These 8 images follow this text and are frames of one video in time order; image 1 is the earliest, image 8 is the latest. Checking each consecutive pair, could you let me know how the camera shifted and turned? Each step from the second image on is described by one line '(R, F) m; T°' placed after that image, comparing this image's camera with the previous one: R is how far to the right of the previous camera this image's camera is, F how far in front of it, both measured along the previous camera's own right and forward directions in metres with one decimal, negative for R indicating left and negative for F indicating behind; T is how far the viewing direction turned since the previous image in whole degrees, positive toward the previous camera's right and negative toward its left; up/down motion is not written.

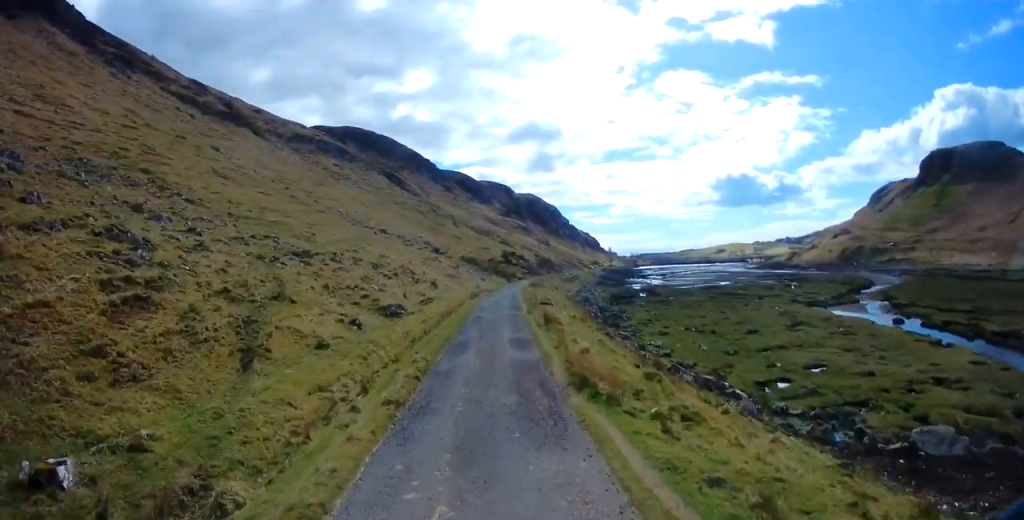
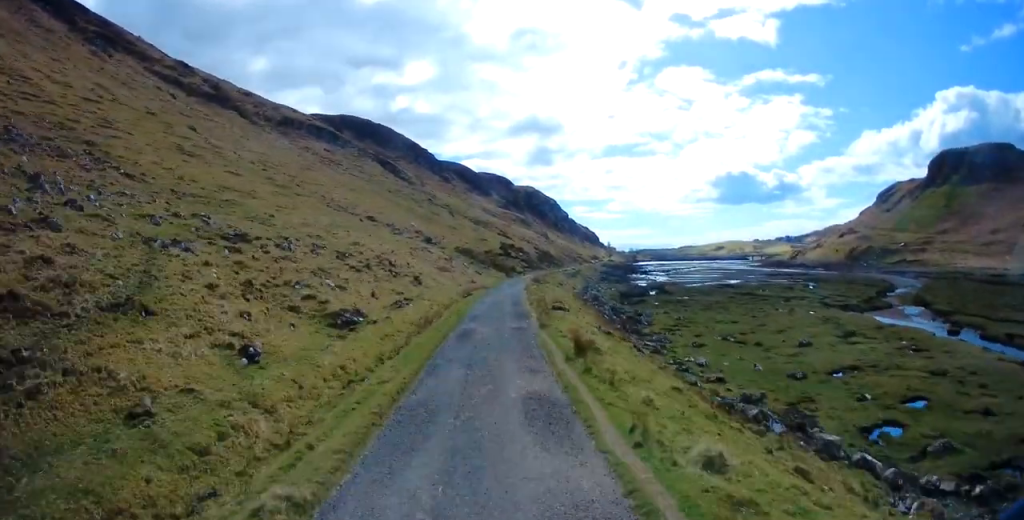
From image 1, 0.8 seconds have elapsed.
(-0.3, +8.4) m; 0°
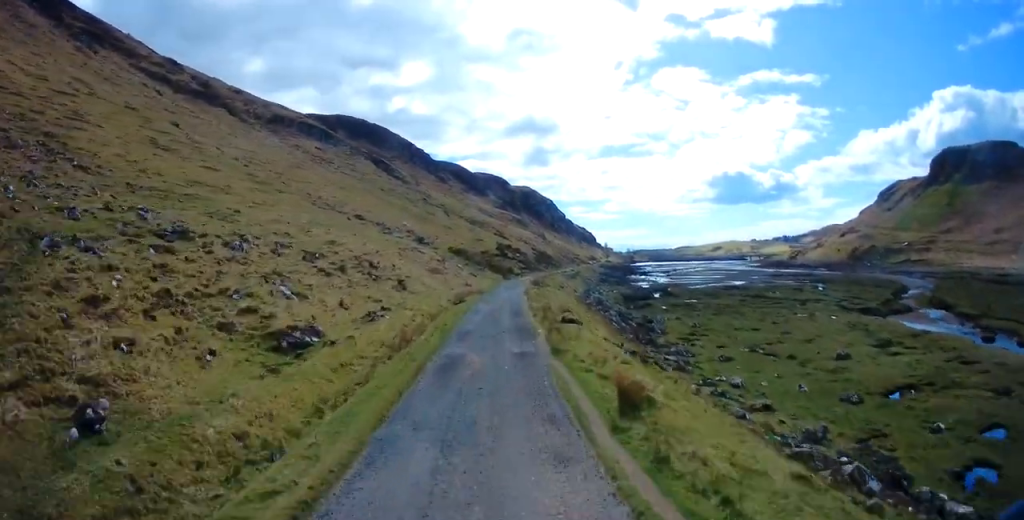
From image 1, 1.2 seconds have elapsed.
(0.0, +4.6) m; +1°
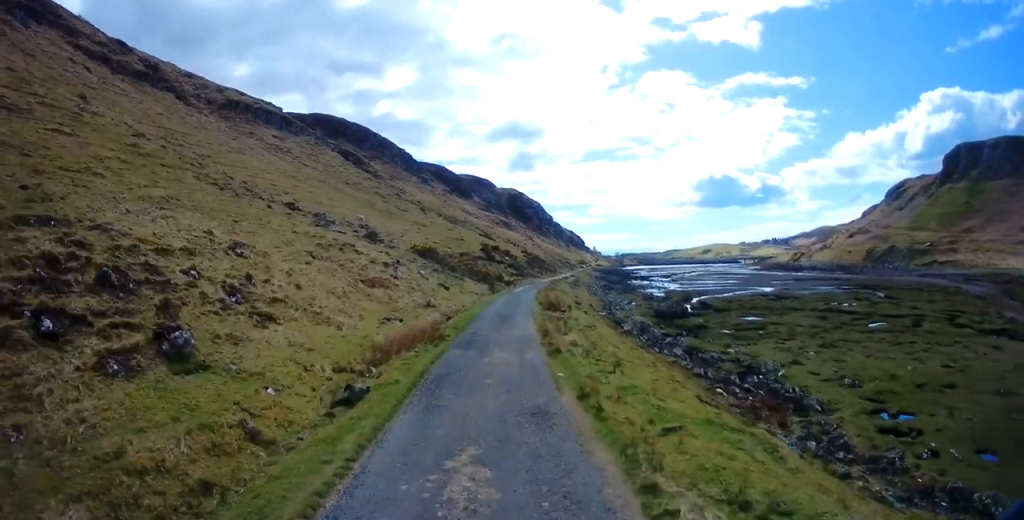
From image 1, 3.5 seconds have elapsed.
(+0.5, +23.1) m; +2°
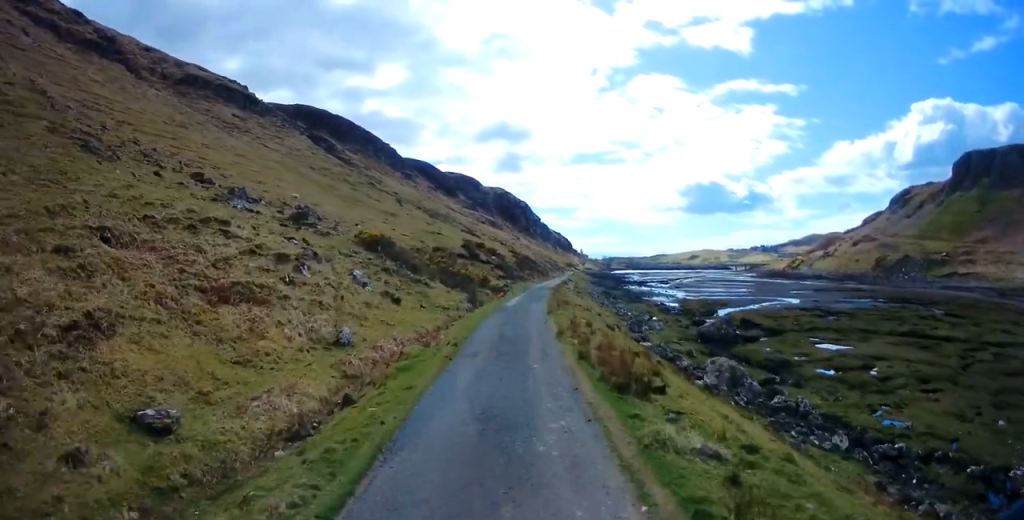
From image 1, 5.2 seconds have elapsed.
(+0.2, +17.5) m; +1°
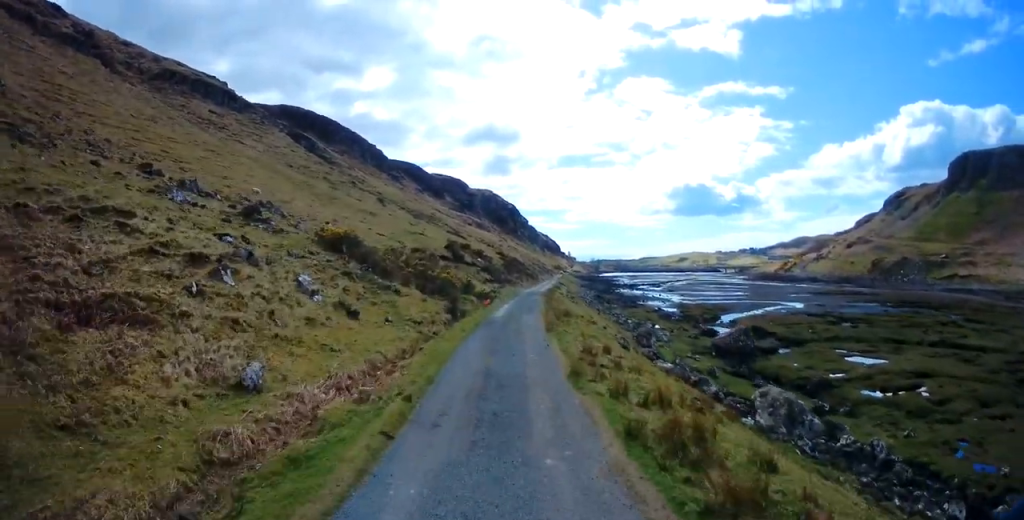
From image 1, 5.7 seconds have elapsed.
(-0.1, +5.5) m; +1°
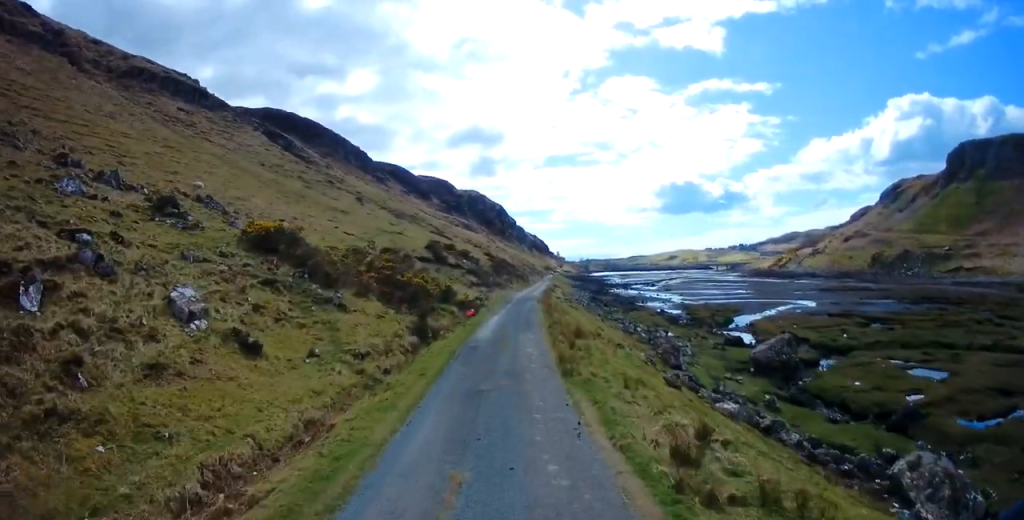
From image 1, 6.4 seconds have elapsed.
(+0.1, +8.1) m; +1°
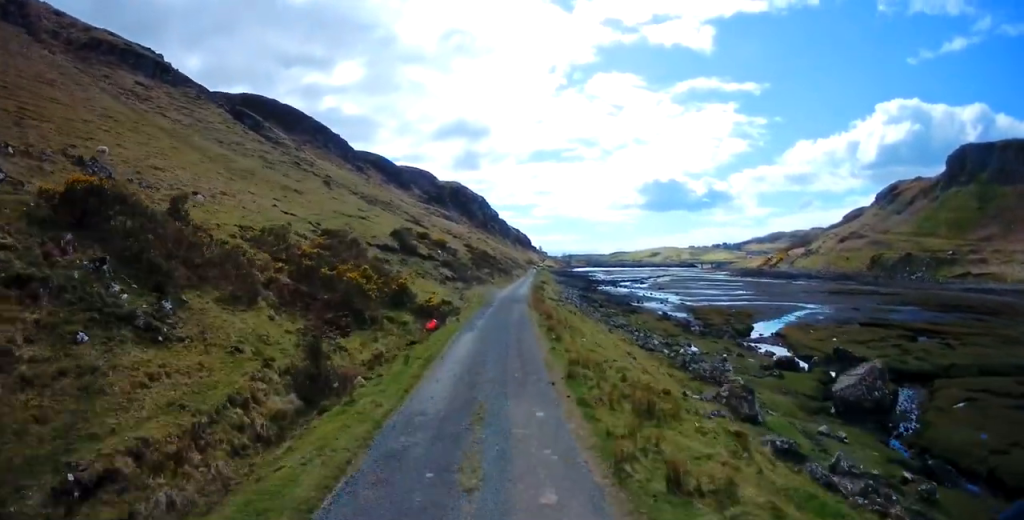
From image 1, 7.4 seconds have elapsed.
(+0.2, +10.8) m; +2°
